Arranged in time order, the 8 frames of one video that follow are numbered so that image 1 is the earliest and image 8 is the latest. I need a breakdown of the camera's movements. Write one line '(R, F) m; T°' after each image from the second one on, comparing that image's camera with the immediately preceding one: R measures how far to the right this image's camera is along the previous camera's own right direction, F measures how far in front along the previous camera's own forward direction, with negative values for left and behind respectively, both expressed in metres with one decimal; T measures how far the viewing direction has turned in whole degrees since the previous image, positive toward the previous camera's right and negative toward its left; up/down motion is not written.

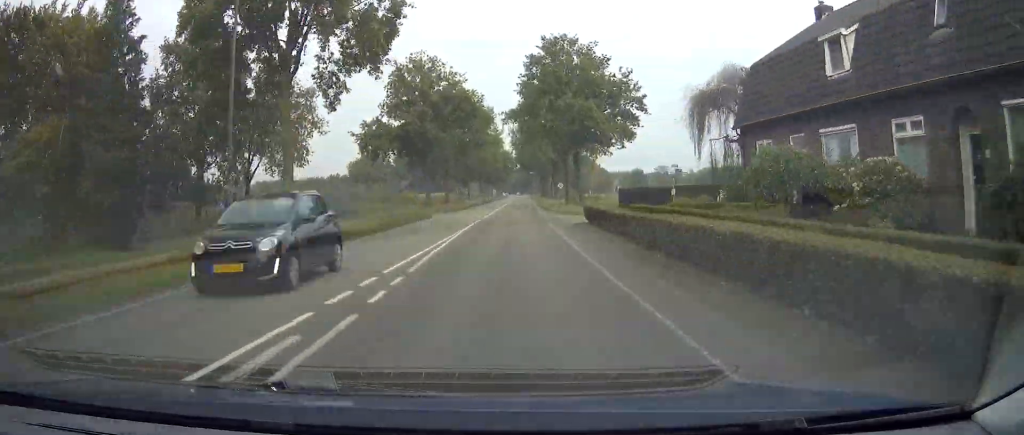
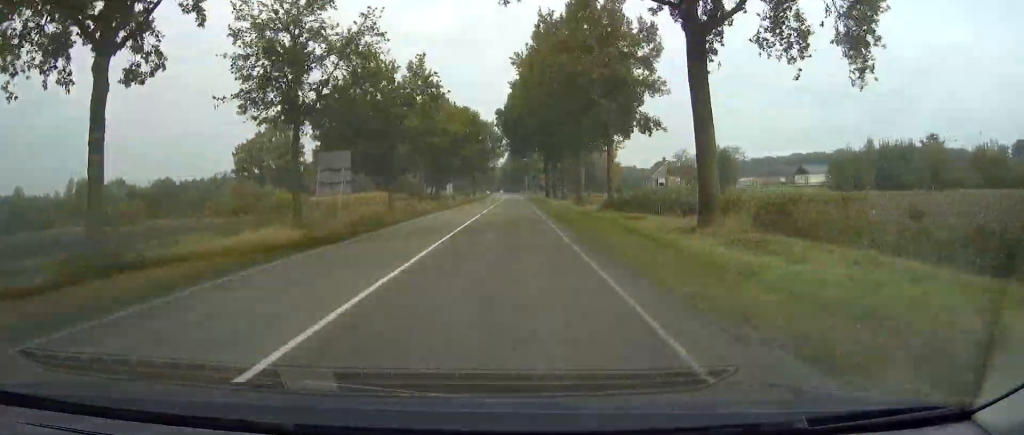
(+1.3, +80.6) m; +1°
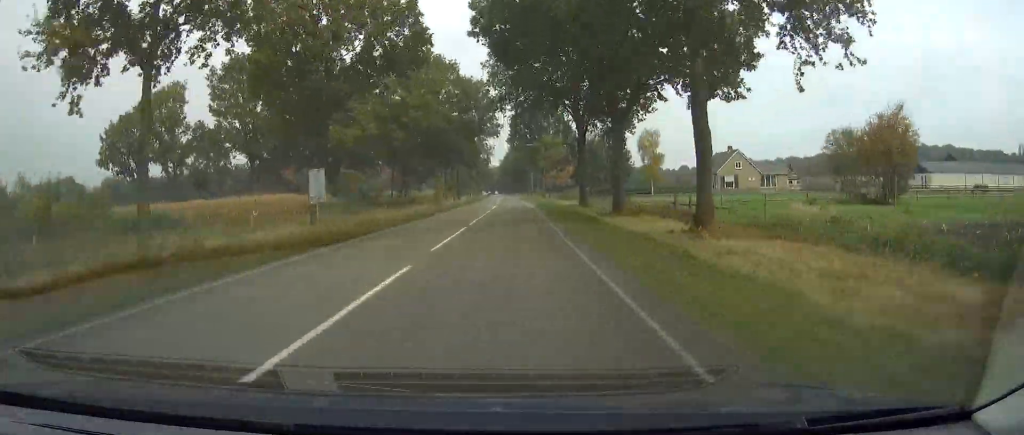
(+0.1, +48.0) m; 0°
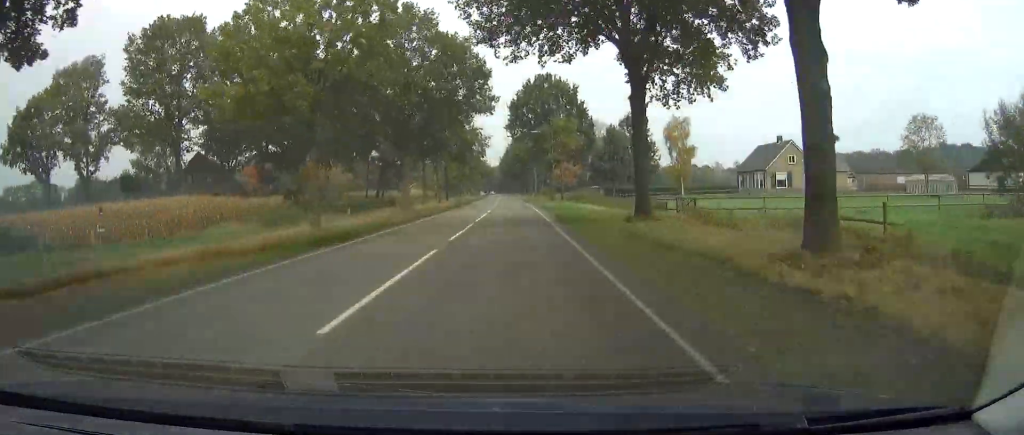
(0.0, +21.2) m; 0°
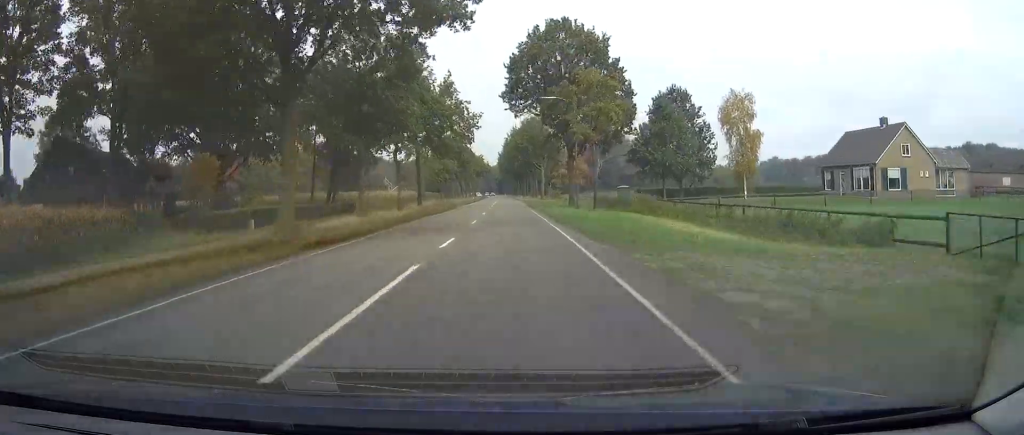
(0.0, +27.7) m; 0°
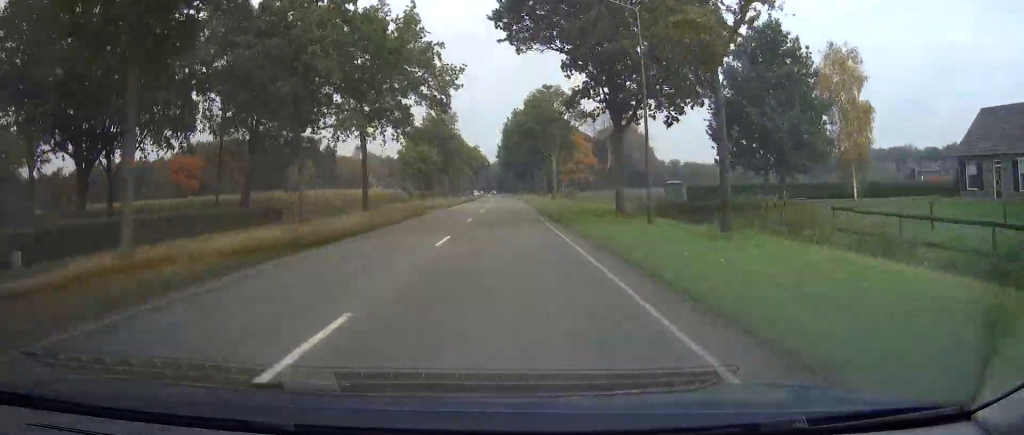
(0.0, +24.7) m; 0°
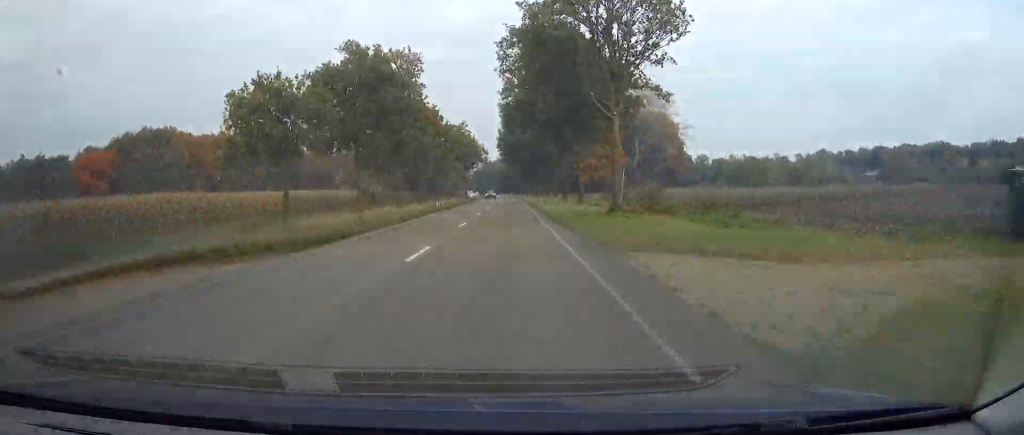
(0.0, +42.4) m; -1°
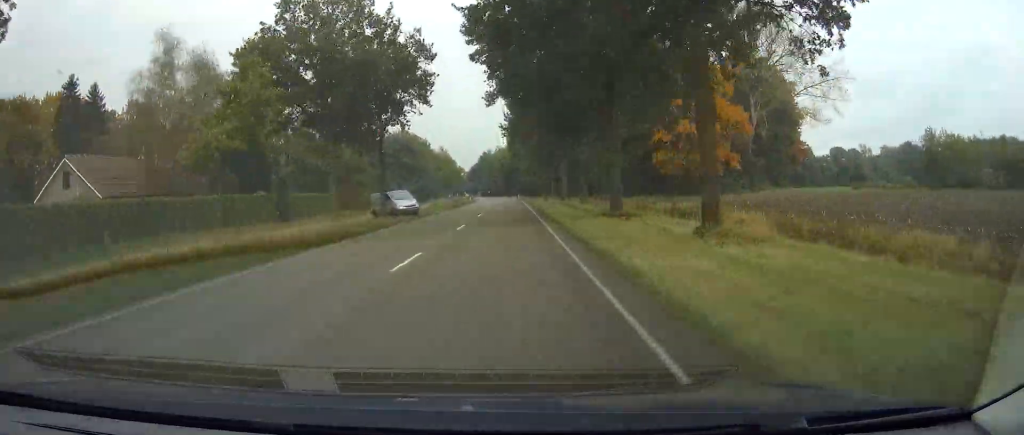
(-1.0, +92.7) m; -1°
